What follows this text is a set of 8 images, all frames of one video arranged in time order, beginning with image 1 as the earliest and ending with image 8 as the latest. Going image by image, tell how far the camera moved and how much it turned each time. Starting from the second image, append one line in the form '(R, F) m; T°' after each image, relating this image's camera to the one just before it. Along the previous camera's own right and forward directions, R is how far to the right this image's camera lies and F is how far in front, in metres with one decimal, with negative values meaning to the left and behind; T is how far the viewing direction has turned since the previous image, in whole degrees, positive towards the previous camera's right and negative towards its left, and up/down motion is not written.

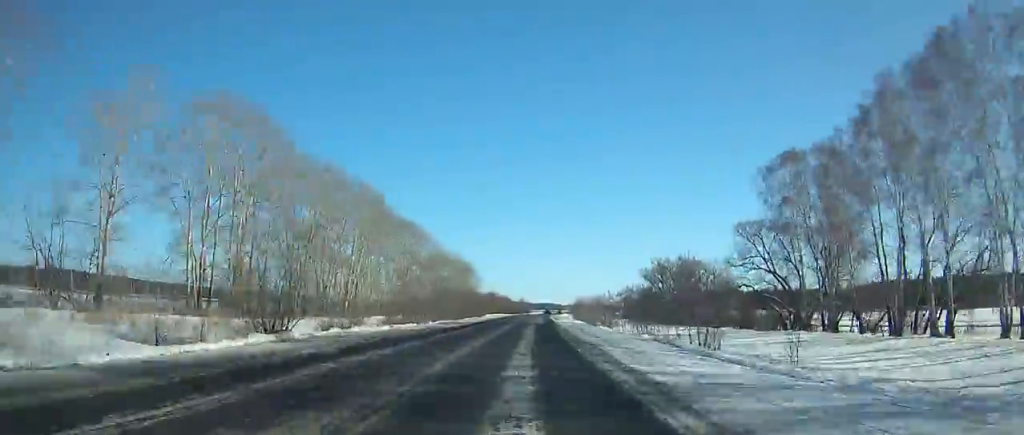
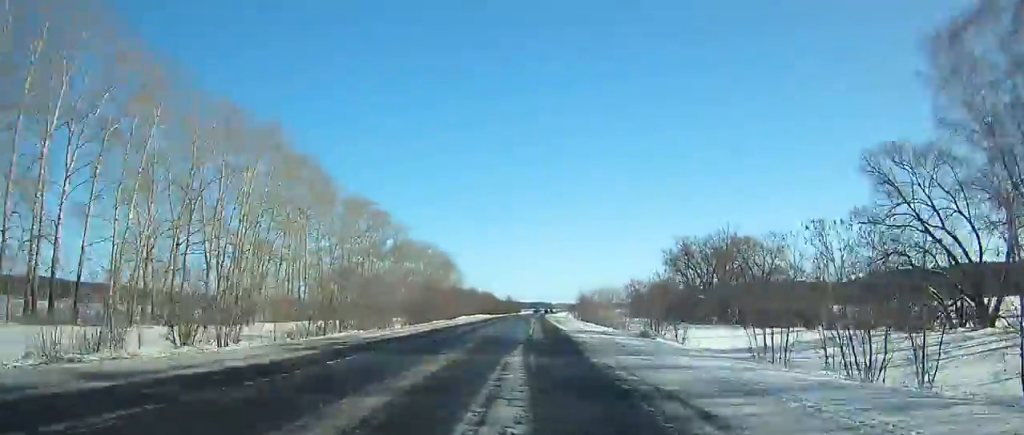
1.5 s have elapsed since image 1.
(+0.1, +33.9) m; 0°
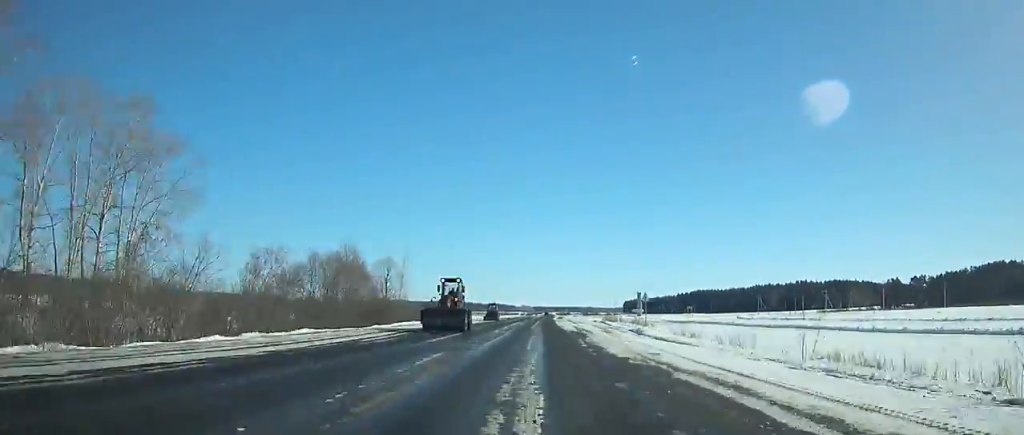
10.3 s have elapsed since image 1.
(+5.9, +192.4) m; +4°
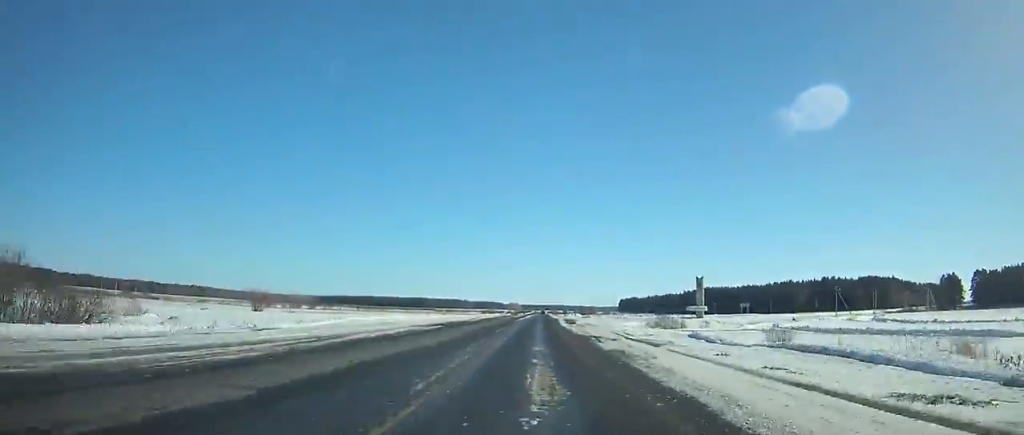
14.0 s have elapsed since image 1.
(+1.3, +78.3) m; +1°
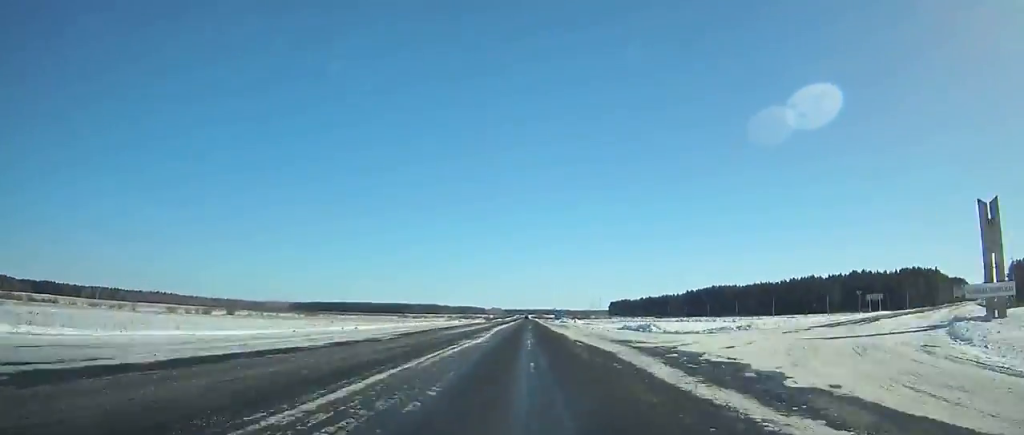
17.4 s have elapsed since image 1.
(+0.6, +73.4) m; +1°
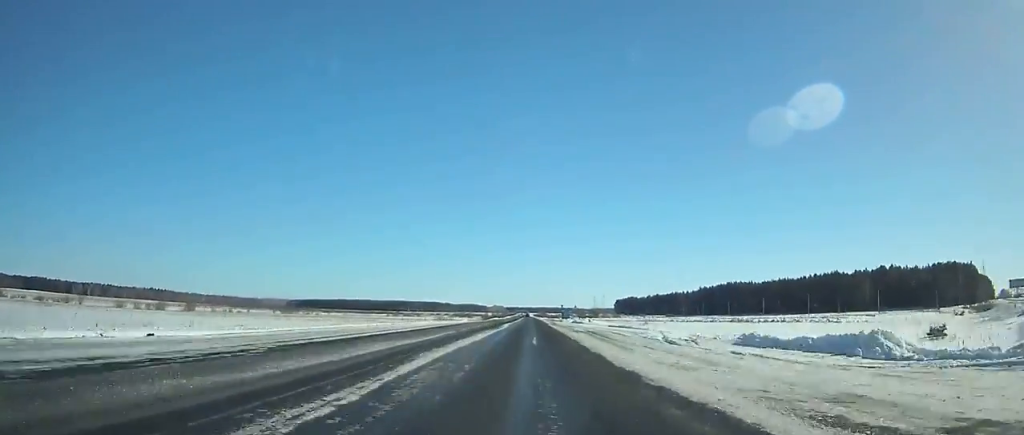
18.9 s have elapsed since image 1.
(+0.1, +33.2) m; 0°
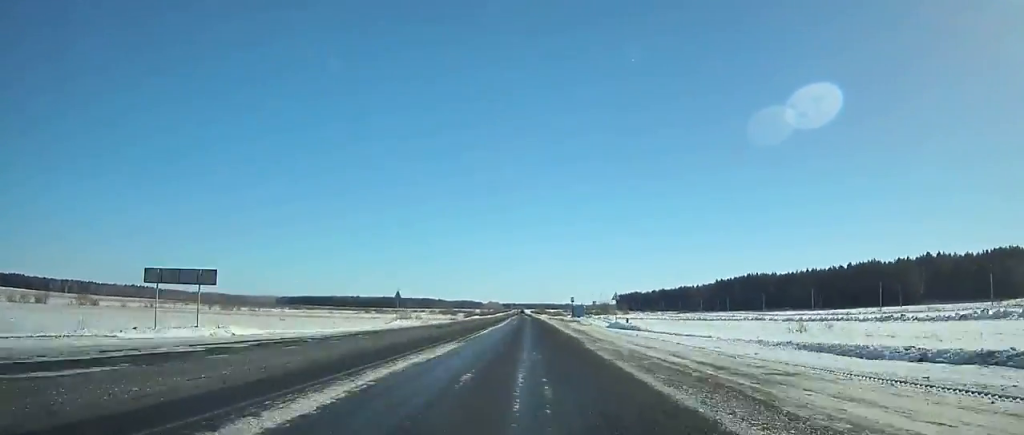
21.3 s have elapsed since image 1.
(+0.1, +54.4) m; 0°
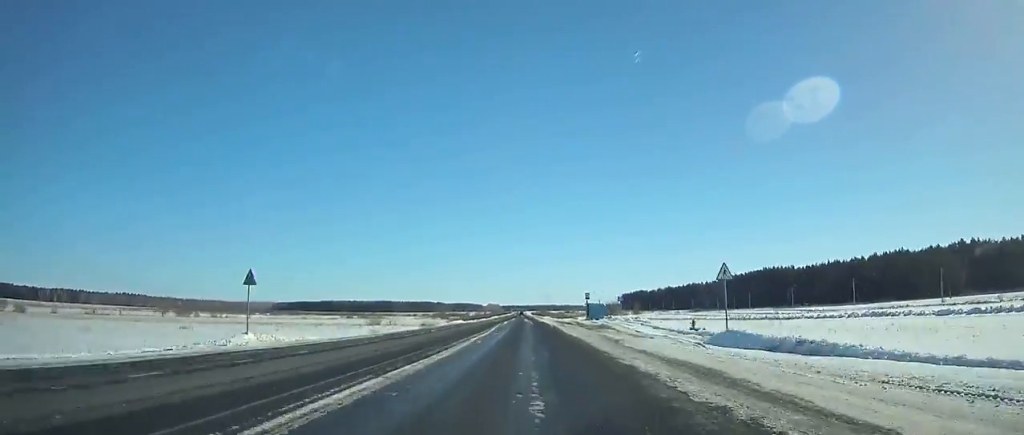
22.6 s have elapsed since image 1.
(-0.1, +30.2) m; 0°
